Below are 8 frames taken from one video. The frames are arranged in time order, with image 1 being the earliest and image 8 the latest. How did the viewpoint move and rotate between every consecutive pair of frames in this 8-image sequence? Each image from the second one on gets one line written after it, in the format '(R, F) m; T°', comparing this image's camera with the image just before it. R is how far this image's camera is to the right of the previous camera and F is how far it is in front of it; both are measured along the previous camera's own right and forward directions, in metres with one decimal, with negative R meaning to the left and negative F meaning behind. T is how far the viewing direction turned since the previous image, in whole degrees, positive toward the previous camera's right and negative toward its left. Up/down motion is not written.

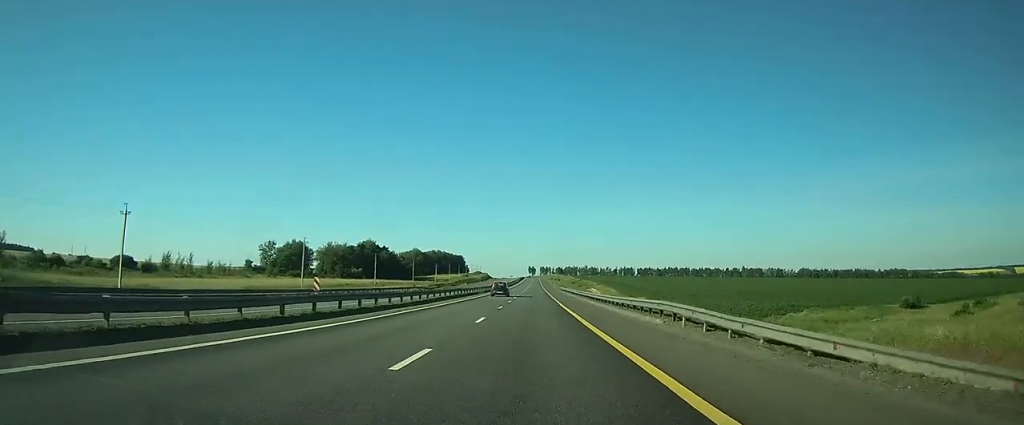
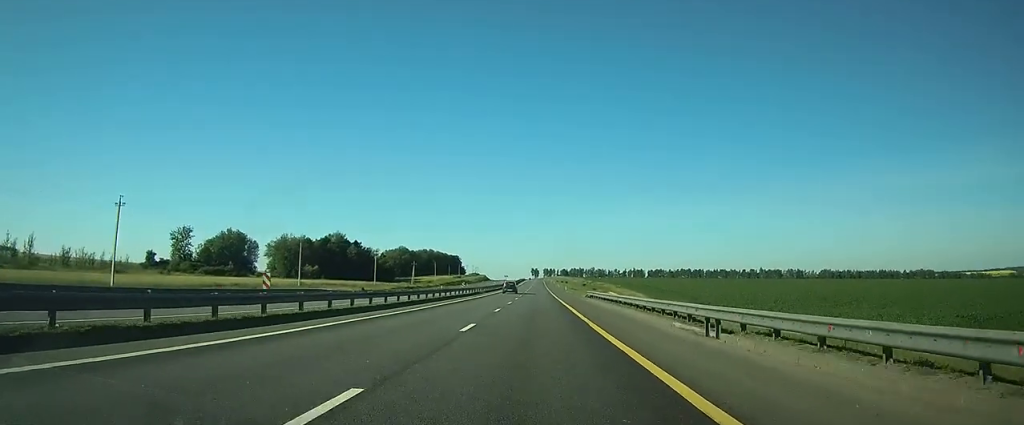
(+0.1, +52.6) m; 0°
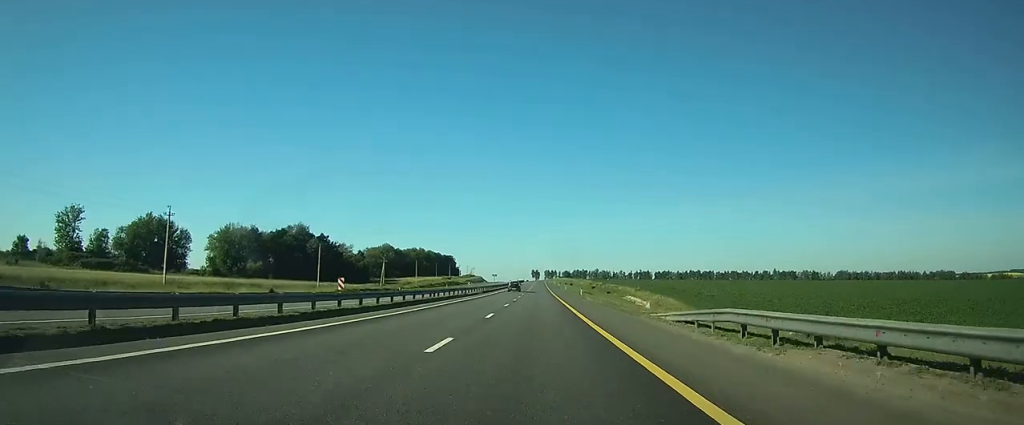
(+0.1, +40.8) m; 0°
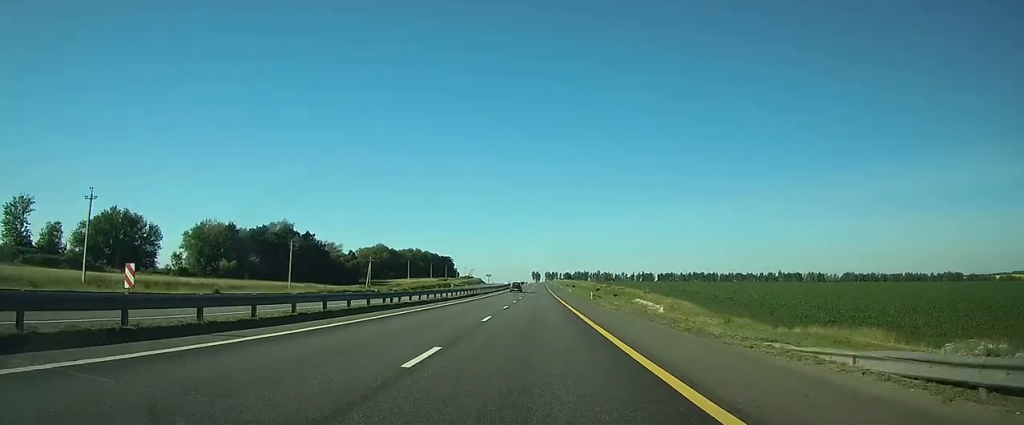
(0.0, +14.0) m; 0°
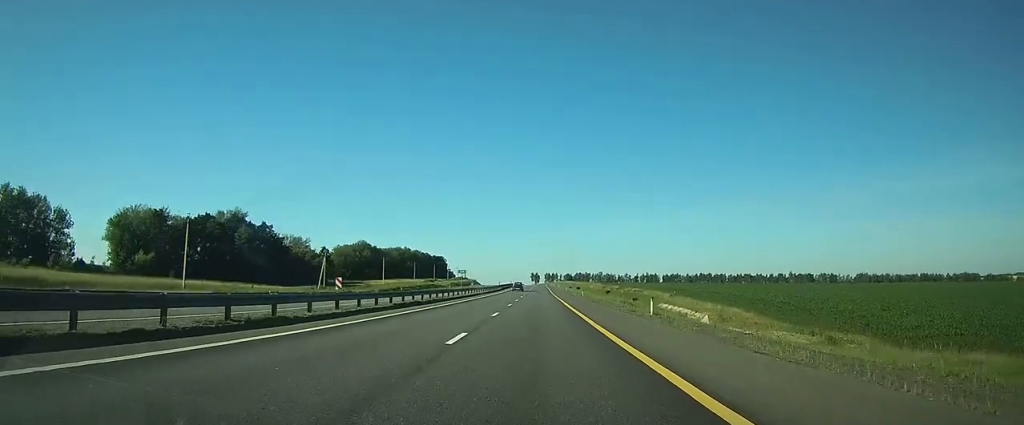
(-0.1, +32.3) m; 0°
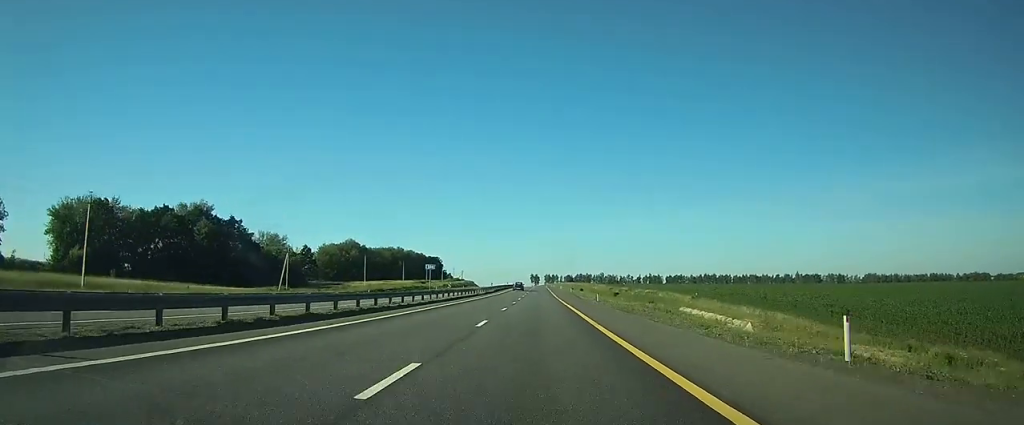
(-0.1, +18.3) m; 0°
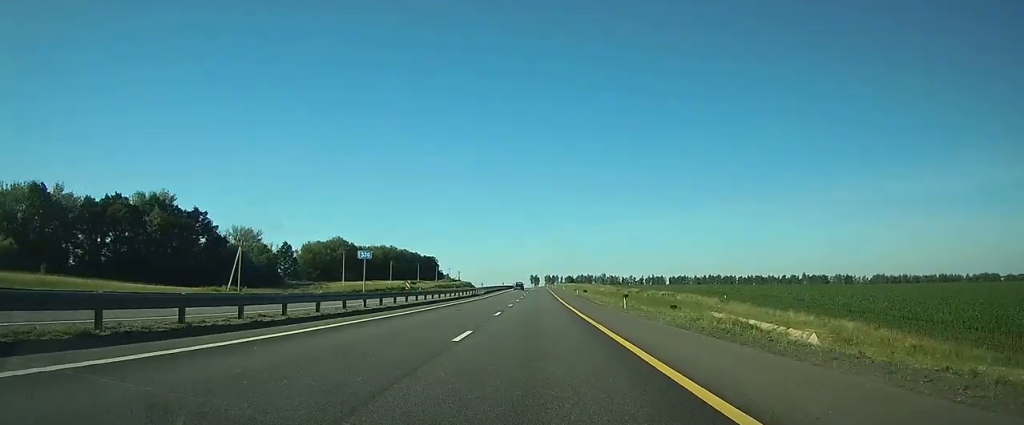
(+0.1, +17.2) m; 0°
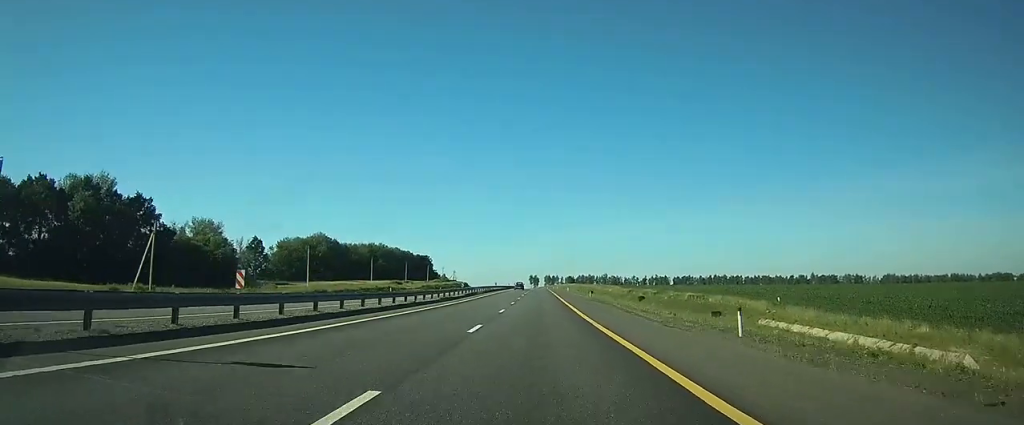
(+0.1, +21.5) m; 0°
